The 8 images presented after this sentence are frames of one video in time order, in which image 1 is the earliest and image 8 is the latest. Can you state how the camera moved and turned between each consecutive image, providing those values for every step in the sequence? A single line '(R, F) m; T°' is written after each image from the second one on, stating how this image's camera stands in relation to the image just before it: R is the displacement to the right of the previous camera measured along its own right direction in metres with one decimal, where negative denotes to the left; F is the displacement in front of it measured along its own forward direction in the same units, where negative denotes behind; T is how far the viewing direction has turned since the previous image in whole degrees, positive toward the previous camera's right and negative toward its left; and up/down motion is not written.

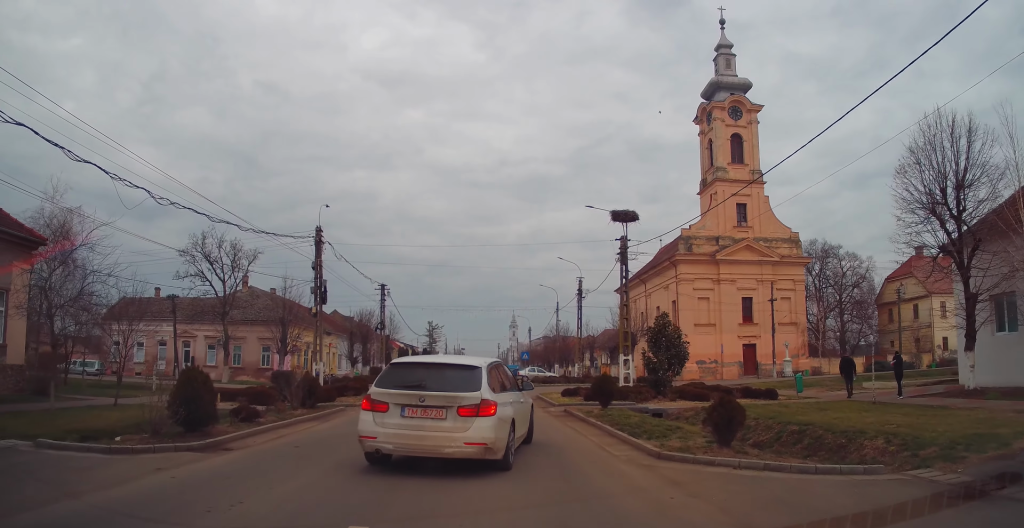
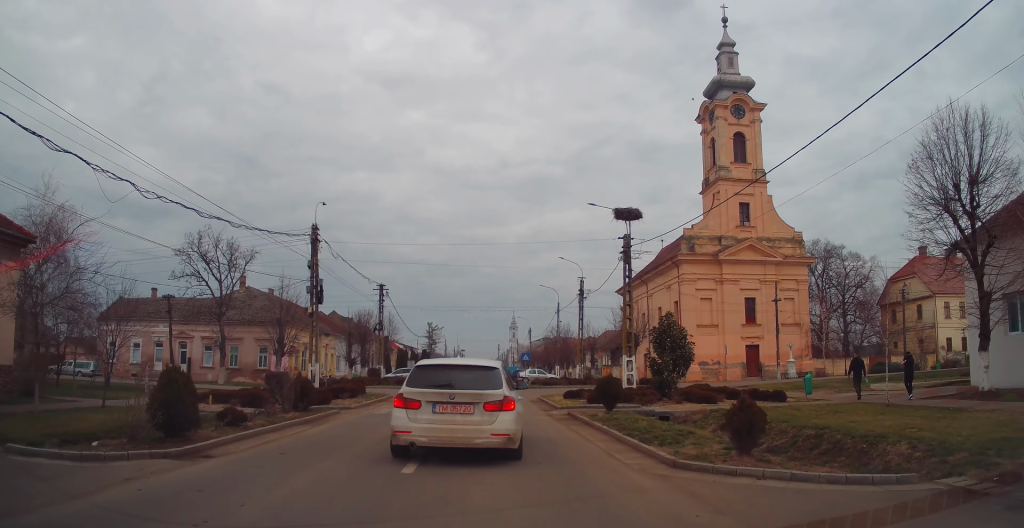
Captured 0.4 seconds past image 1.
(0.0, +0.8) m; -4°
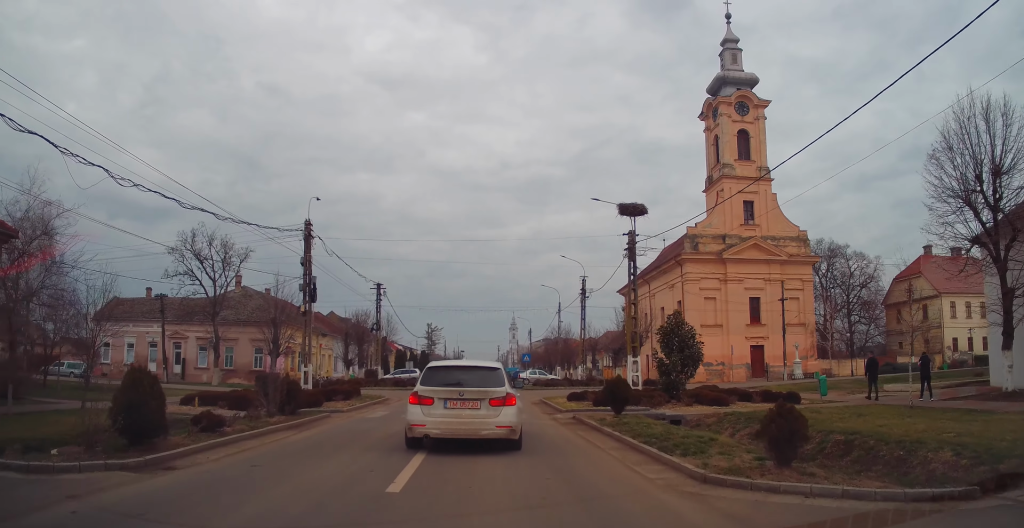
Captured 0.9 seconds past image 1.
(0.0, +0.9) m; -6°
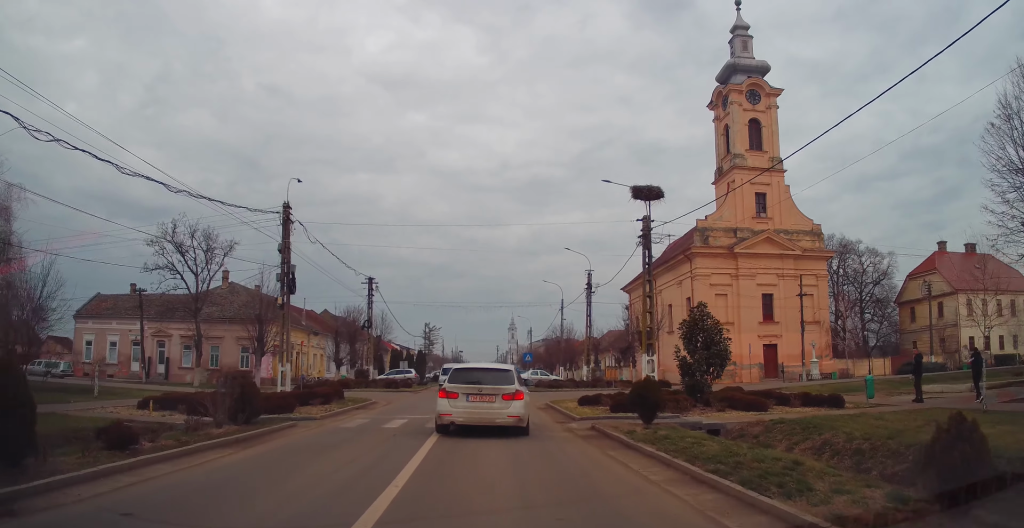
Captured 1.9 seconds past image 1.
(-0.2, +2.5) m; 0°
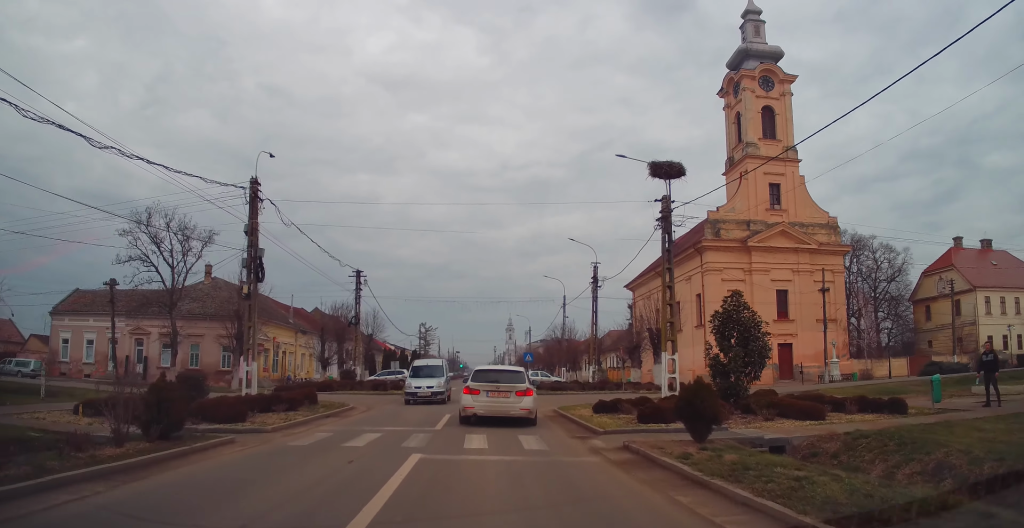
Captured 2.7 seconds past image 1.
(+0.2, +2.7) m; +4°
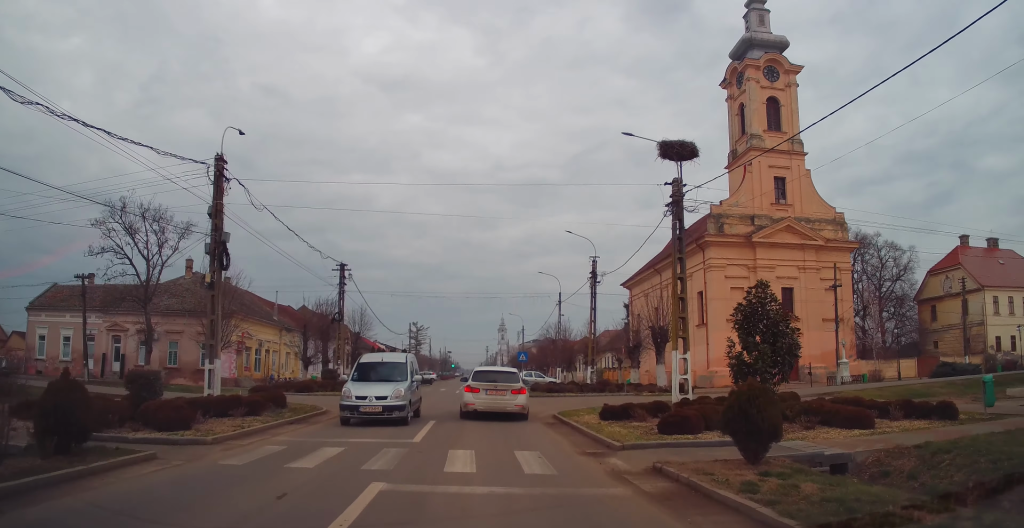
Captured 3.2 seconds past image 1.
(+0.1, +2.0) m; +2°
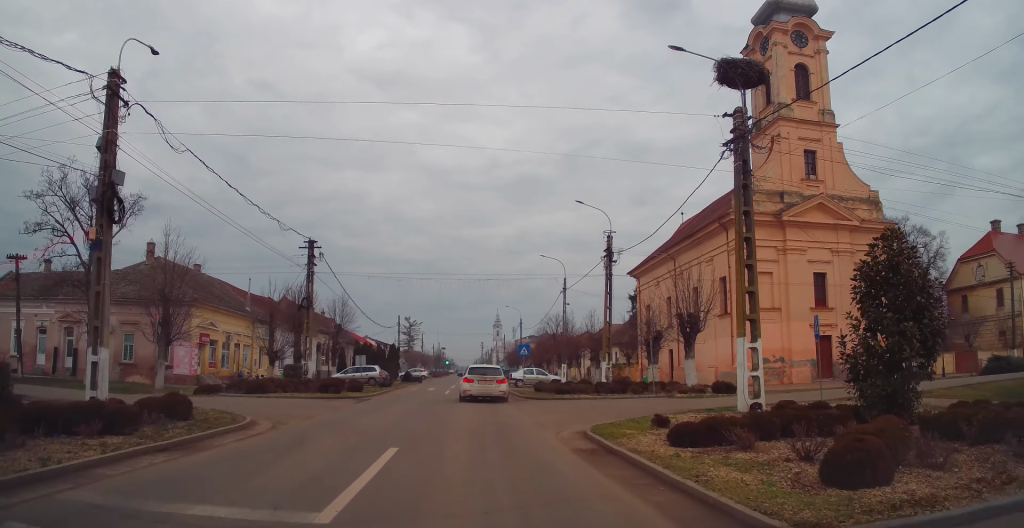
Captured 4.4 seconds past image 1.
(+0.1, +6.1) m; -1°
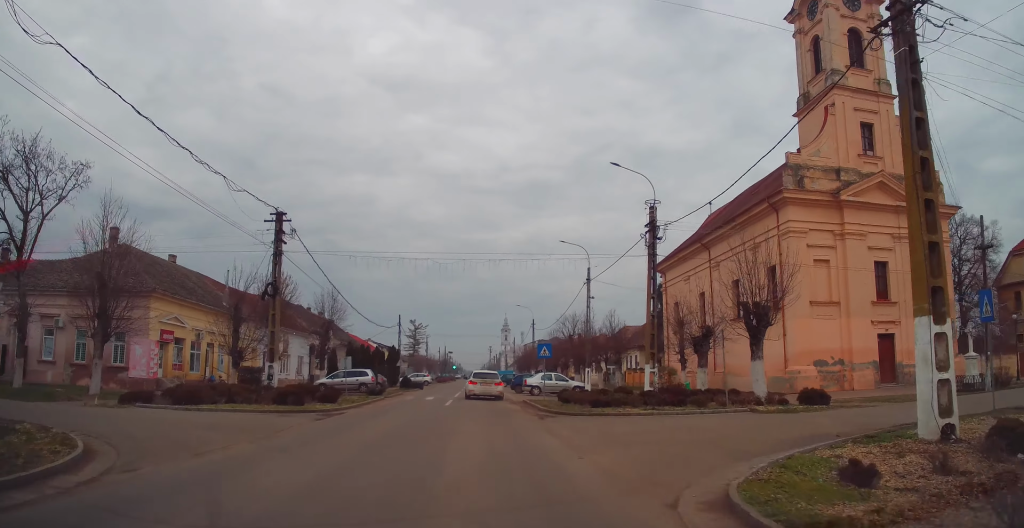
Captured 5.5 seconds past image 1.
(-0.2, +6.7) m; -3°
